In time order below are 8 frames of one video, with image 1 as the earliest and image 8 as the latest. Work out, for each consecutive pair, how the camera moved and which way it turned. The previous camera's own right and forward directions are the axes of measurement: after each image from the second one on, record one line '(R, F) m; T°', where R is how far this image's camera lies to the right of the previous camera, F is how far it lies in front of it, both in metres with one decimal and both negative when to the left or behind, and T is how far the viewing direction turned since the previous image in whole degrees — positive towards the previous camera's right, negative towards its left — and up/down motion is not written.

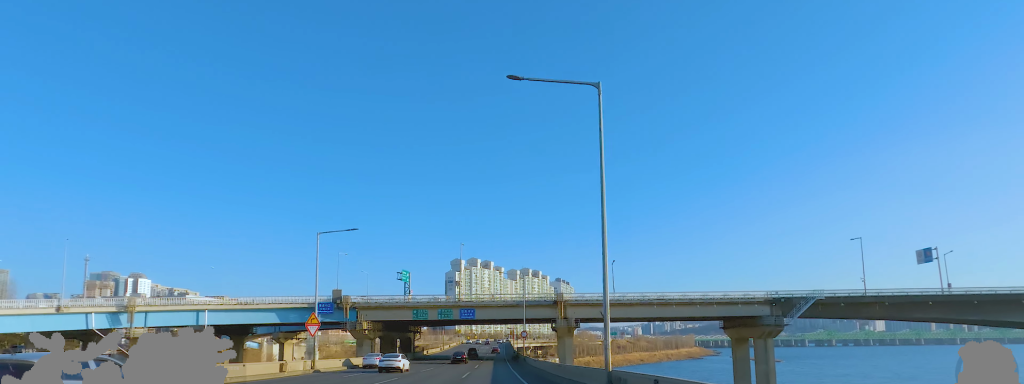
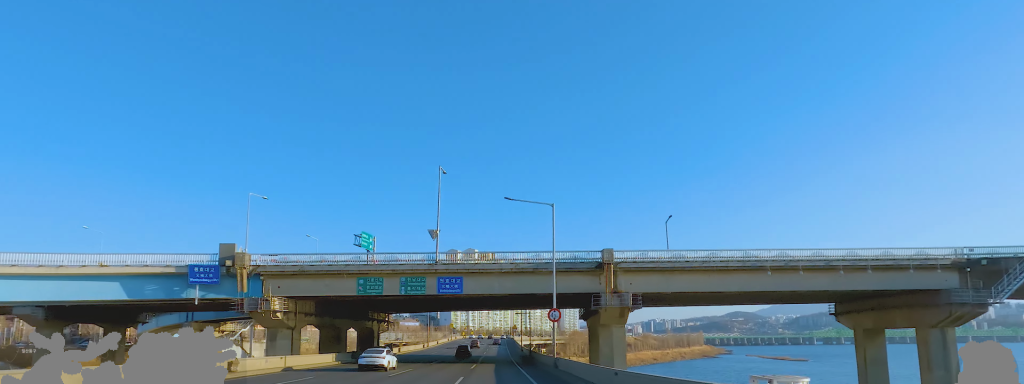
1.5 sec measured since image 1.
(+0.2, +32.8) m; -1°
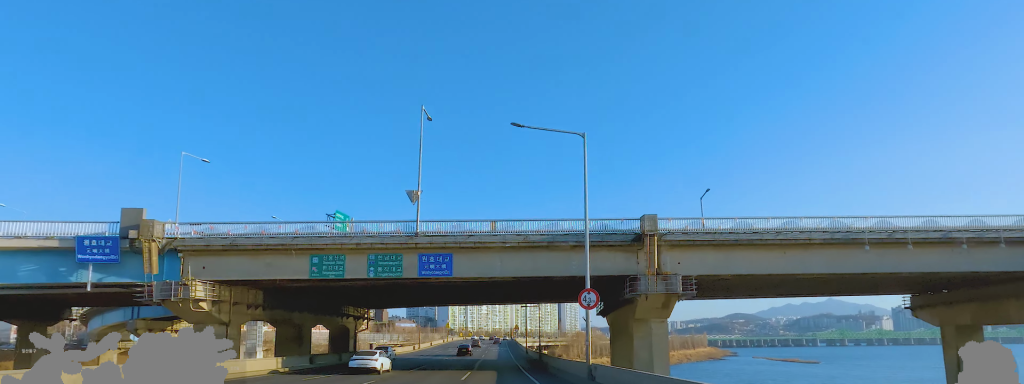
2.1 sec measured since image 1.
(+0.2, +12.1) m; -1°
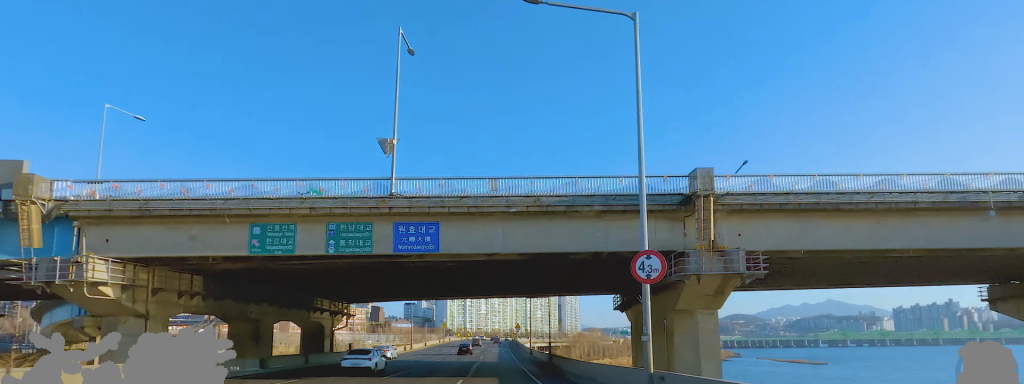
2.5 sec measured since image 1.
(-0.3, +8.6) m; +1°
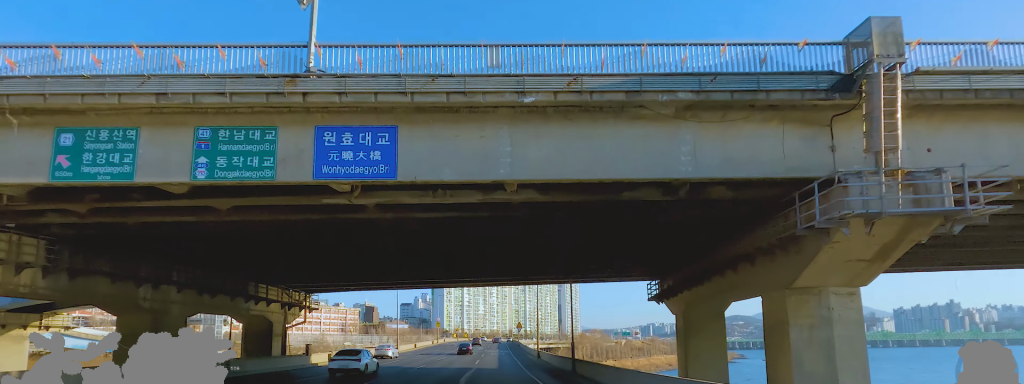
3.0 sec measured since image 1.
(-0.7, +11.4) m; +1°
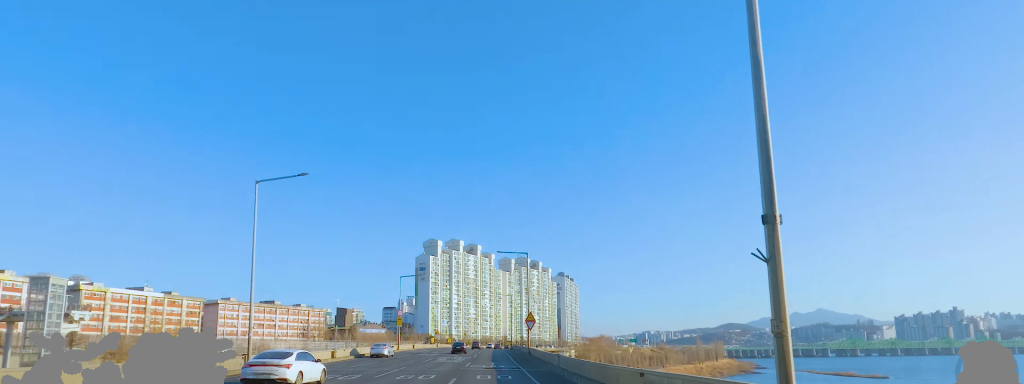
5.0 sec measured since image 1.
(+0.1, +42.8) m; 0°
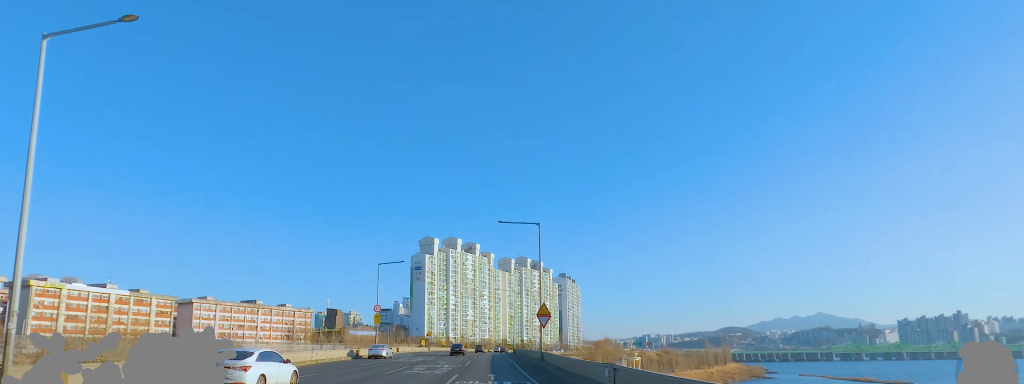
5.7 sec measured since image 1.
(+1.0, +14.9) m; 0°
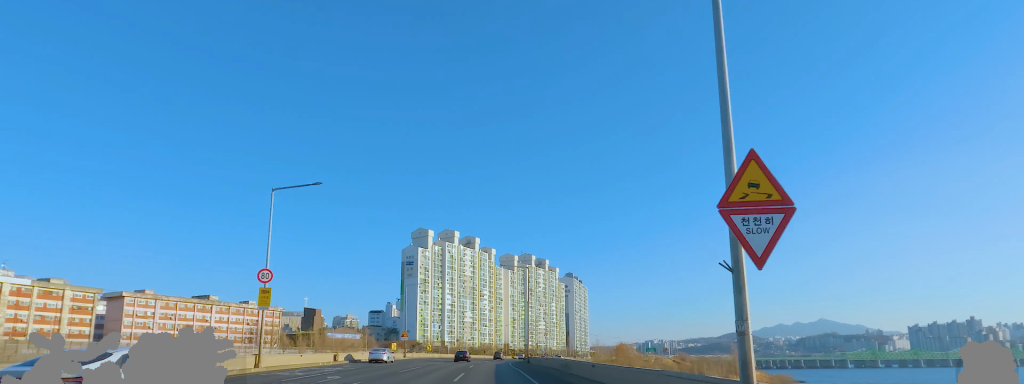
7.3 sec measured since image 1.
(-1.1, +32.2) m; -2°
